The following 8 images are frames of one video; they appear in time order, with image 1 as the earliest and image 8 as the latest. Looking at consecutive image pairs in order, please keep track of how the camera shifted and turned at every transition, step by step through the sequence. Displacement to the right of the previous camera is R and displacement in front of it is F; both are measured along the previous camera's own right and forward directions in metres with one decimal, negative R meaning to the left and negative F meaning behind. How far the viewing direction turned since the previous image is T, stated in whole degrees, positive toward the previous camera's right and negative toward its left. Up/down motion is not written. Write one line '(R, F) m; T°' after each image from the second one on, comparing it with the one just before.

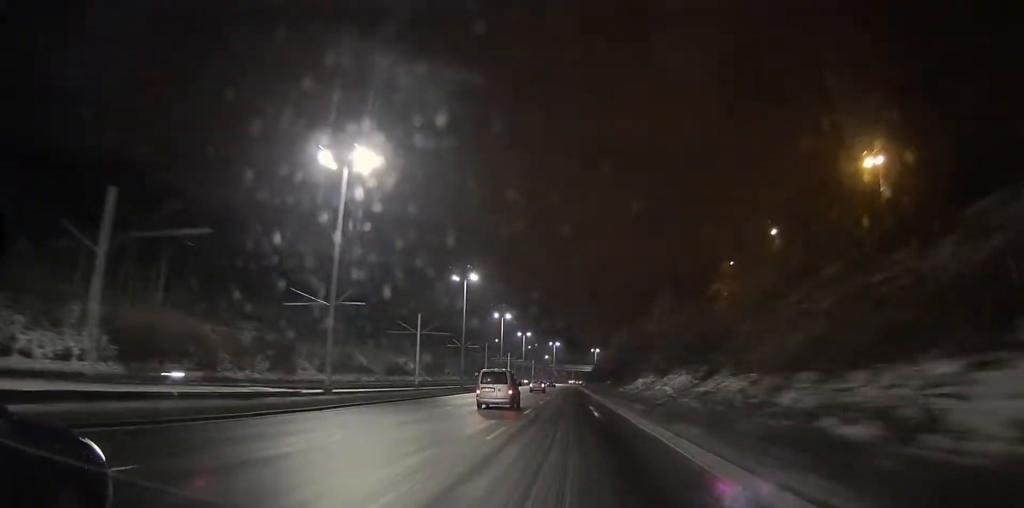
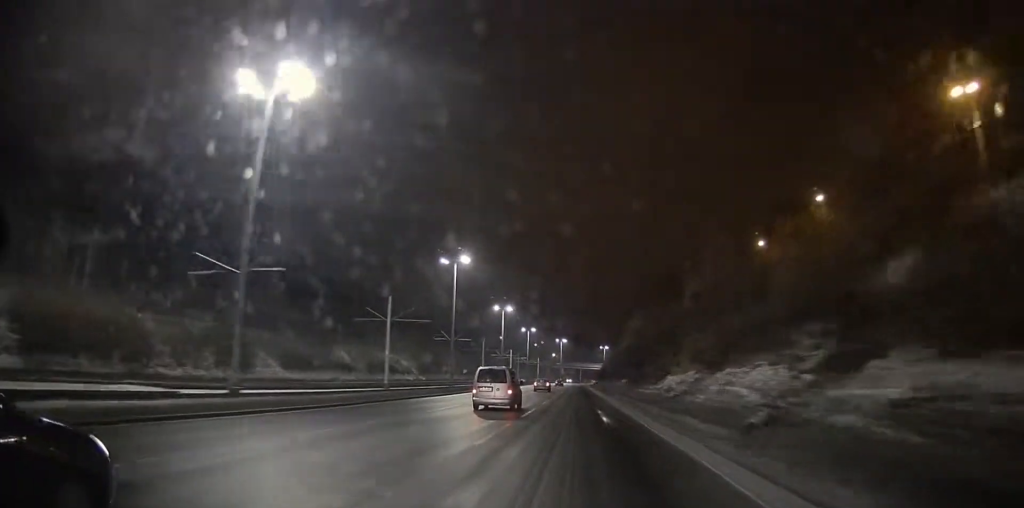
(-0.2, +13.9) m; 0°
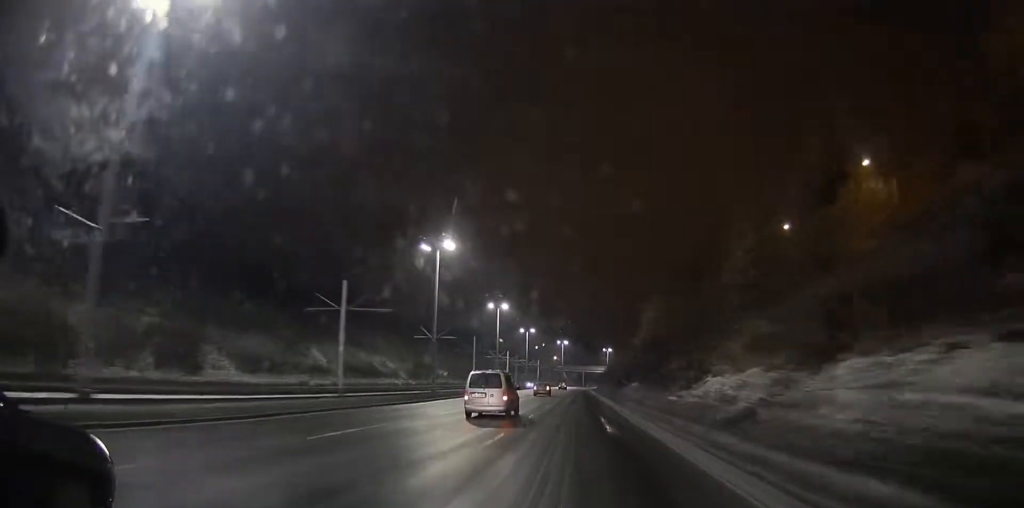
(-0.1, +11.4) m; 0°
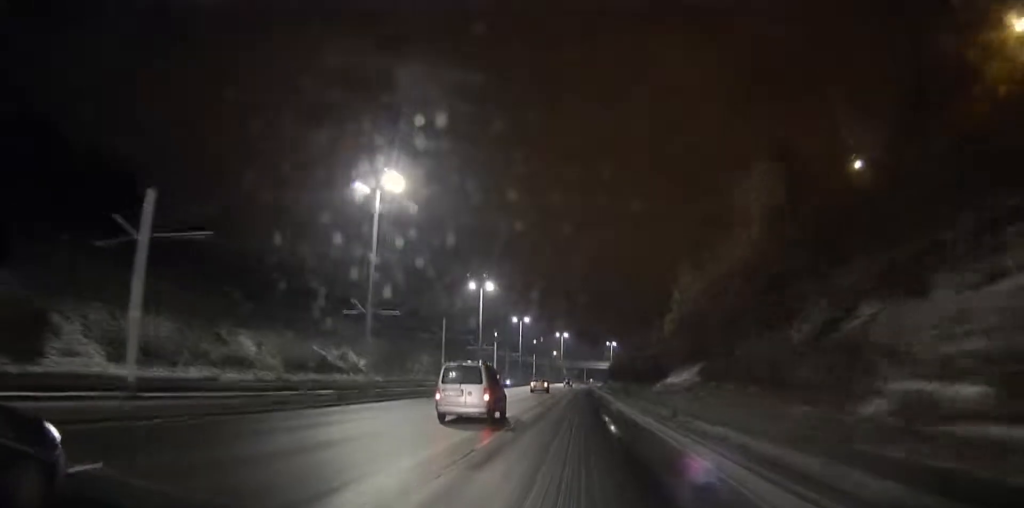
(+0.1, +23.6) m; 0°
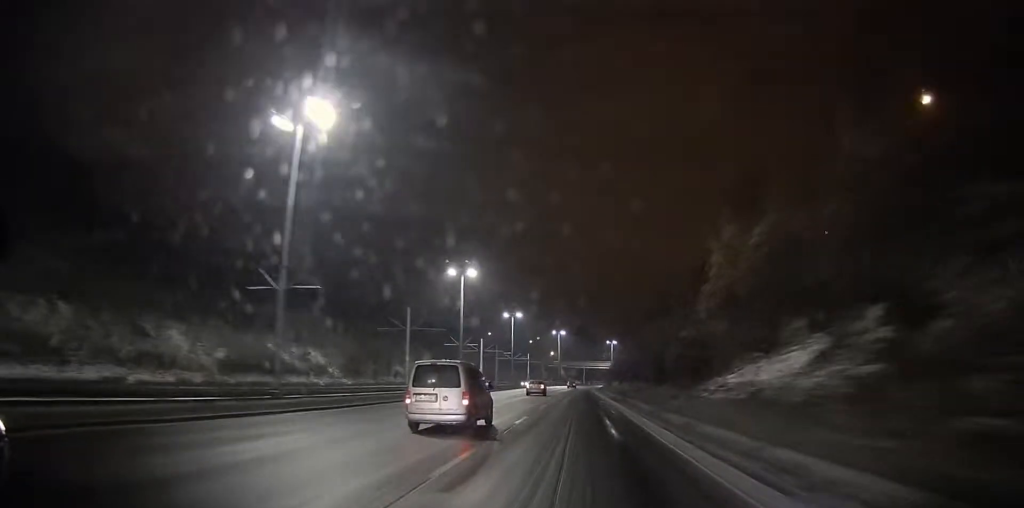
(-0.1, +15.6) m; 0°
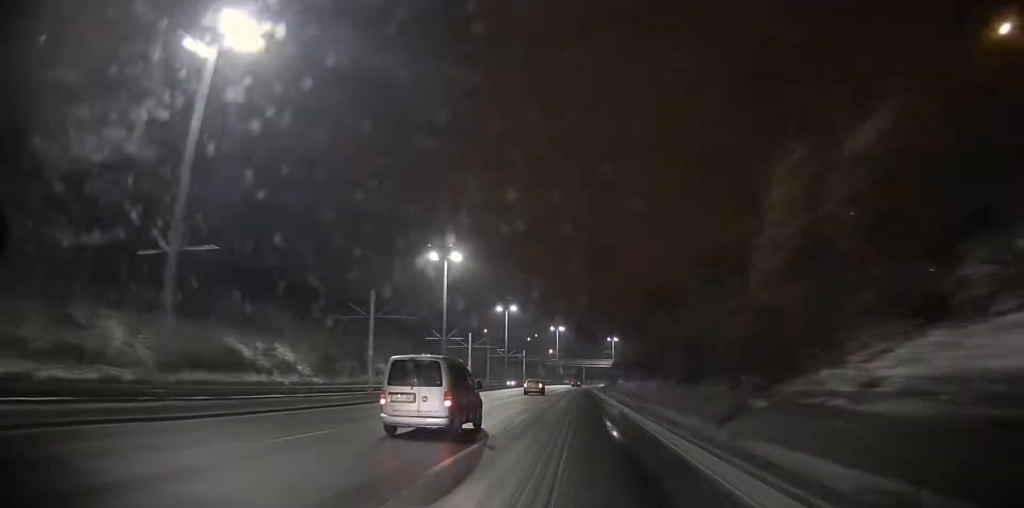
(0.0, +11.5) m; 0°
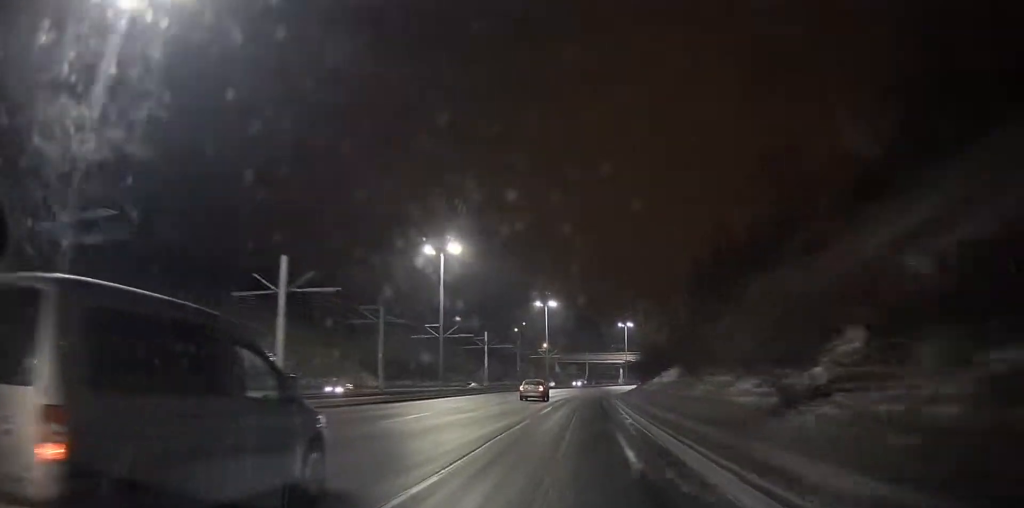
(+0.2, +63.6) m; 0°
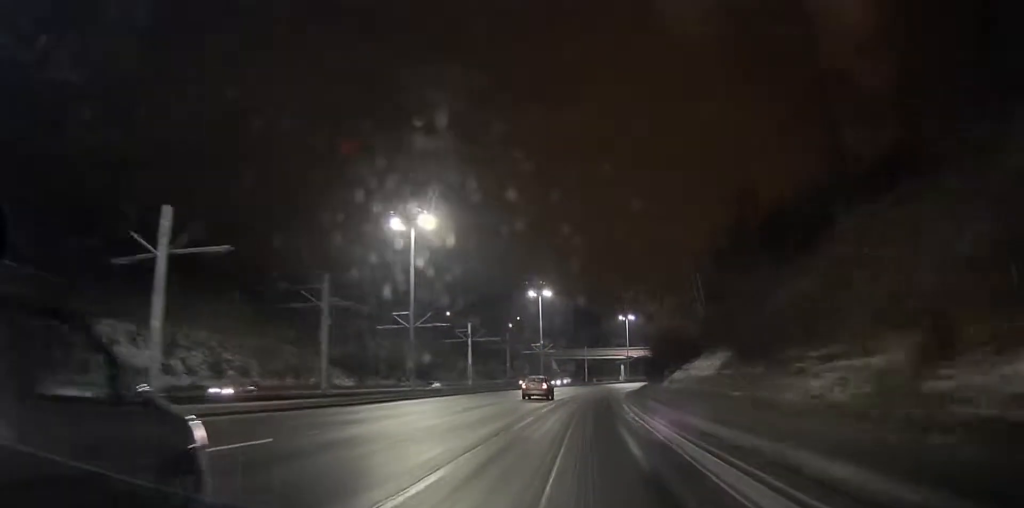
(0.0, +12.0) m; 0°
